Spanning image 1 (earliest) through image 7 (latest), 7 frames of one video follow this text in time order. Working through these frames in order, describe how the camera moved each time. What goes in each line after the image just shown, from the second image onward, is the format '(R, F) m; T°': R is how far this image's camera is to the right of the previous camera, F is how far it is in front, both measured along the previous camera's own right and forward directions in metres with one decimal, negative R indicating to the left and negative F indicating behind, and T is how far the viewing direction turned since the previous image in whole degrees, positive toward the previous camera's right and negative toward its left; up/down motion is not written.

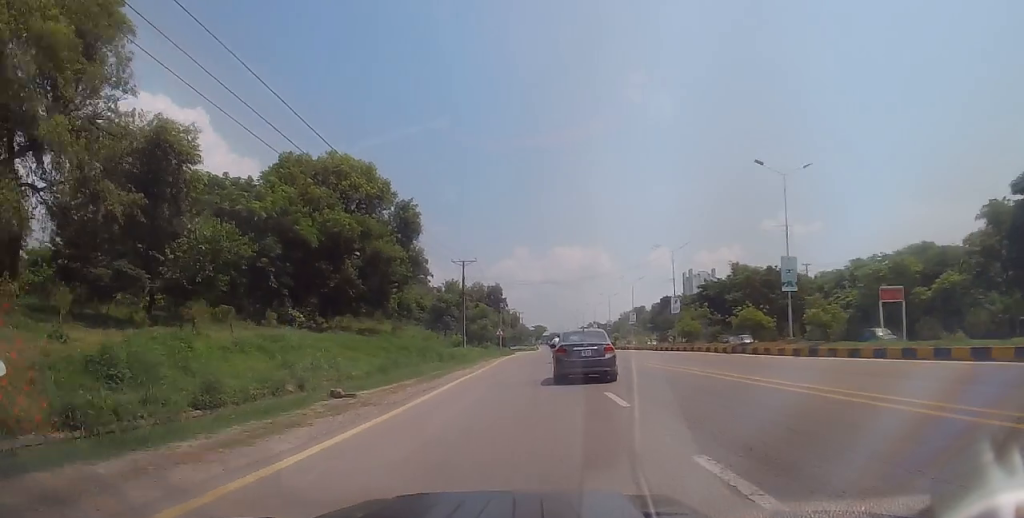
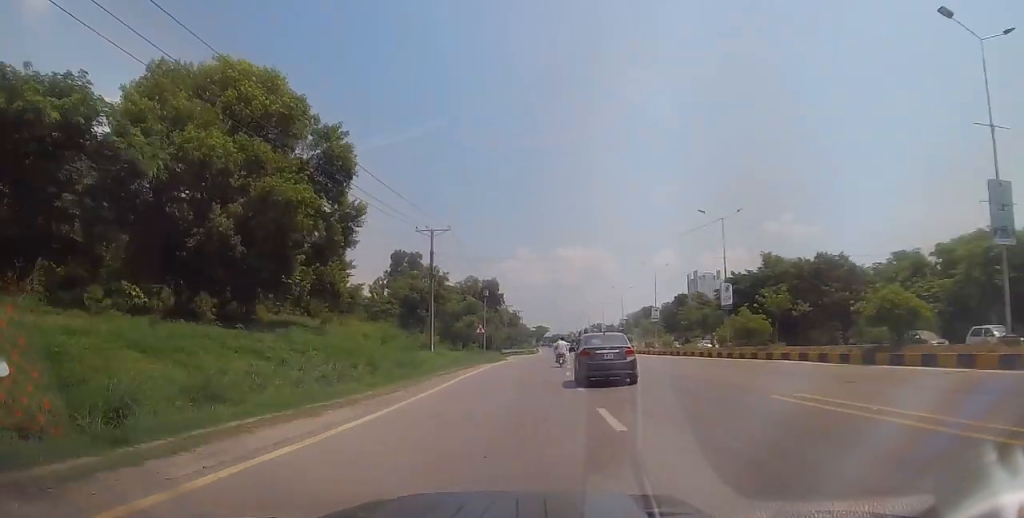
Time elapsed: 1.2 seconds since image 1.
(+0.2, +17.4) m; +1°
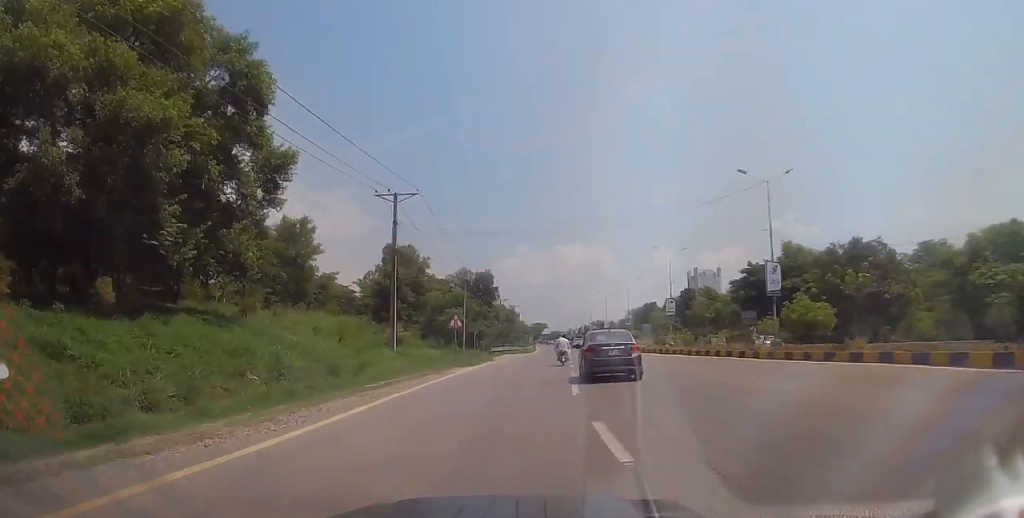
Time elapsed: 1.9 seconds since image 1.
(0.0, +10.0) m; 0°
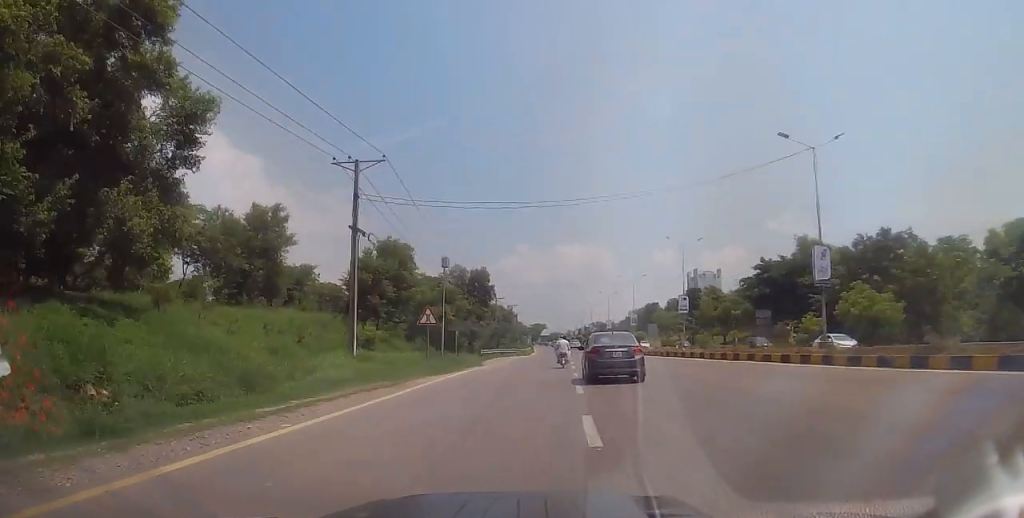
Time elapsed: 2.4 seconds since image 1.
(+0.1, +6.7) m; +1°
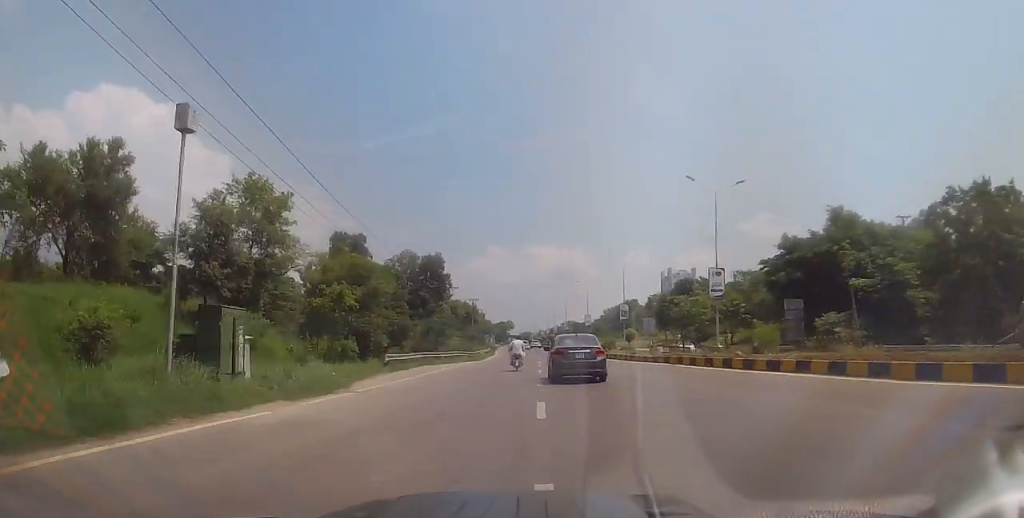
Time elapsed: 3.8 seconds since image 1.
(+0.4, +20.3) m; +1°
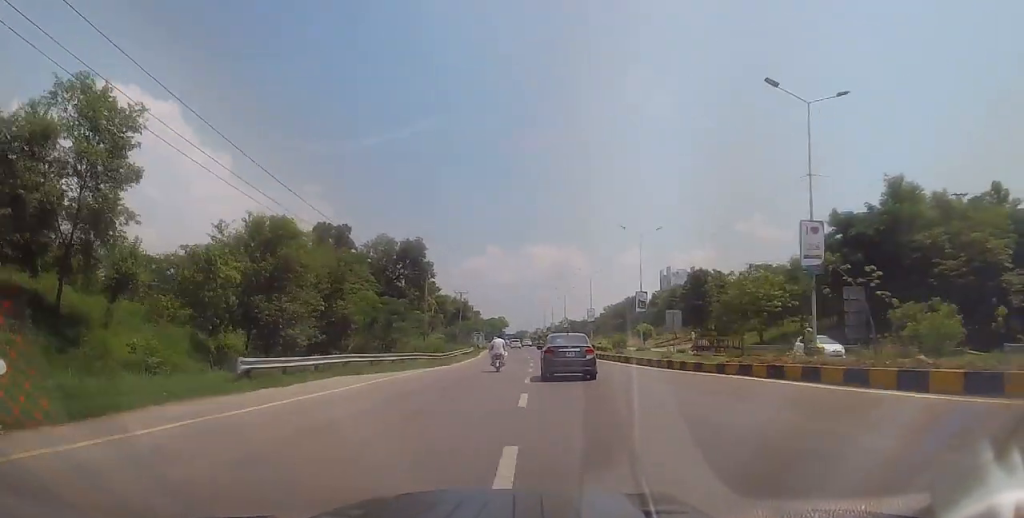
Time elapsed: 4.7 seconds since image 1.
(0.0, +13.6) m; 0°
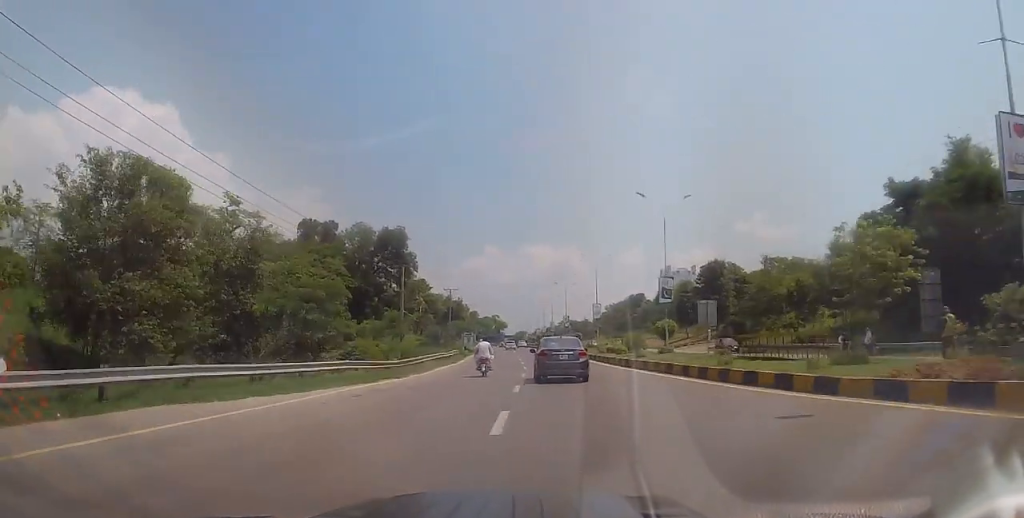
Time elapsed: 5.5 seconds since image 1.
(0.0, +11.3) m; -1°
